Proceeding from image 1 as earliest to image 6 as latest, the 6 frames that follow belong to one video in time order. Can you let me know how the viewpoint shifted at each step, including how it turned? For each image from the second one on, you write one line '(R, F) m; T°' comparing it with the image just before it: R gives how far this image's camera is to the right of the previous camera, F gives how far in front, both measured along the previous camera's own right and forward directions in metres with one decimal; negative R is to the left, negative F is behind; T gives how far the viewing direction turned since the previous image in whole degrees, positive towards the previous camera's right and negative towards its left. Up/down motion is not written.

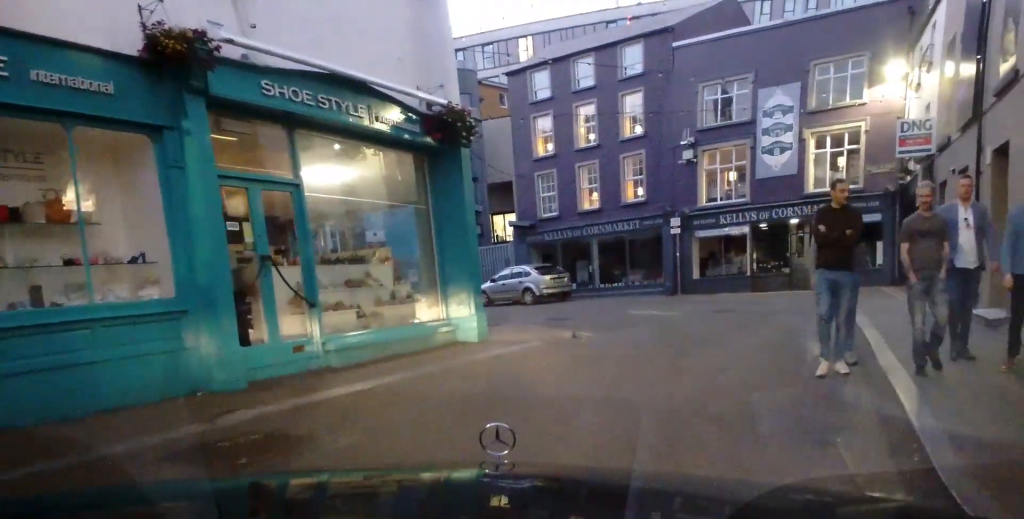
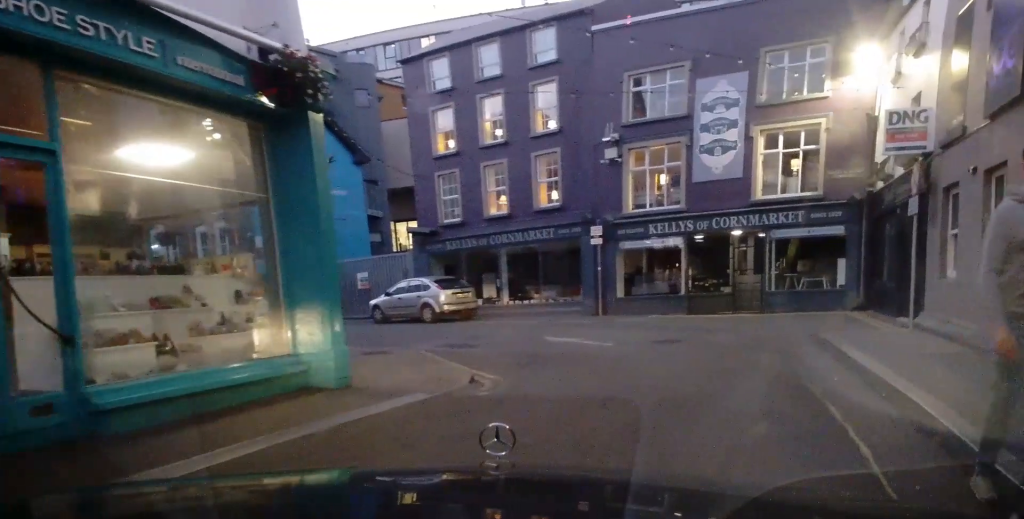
(+0.4, +3.5) m; +9°
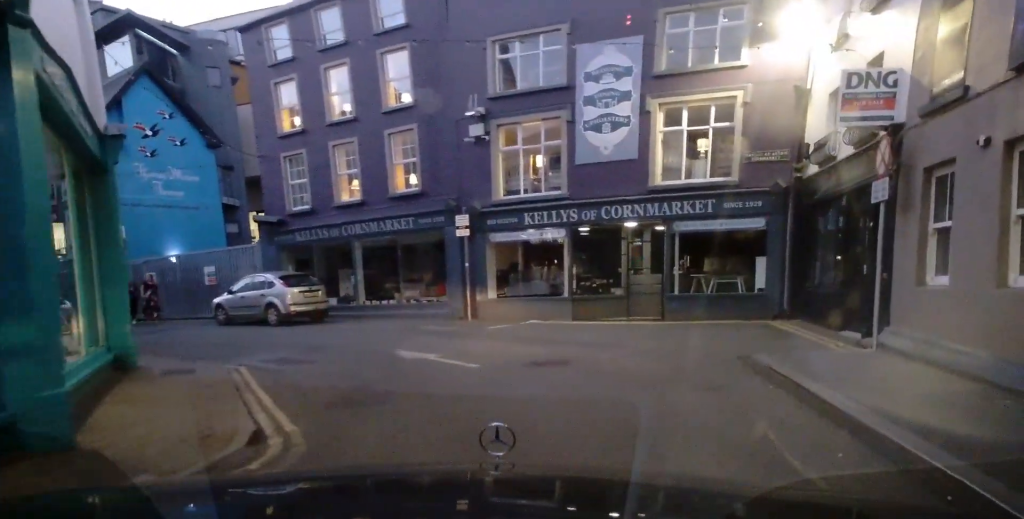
(+0.1, +3.4) m; +8°
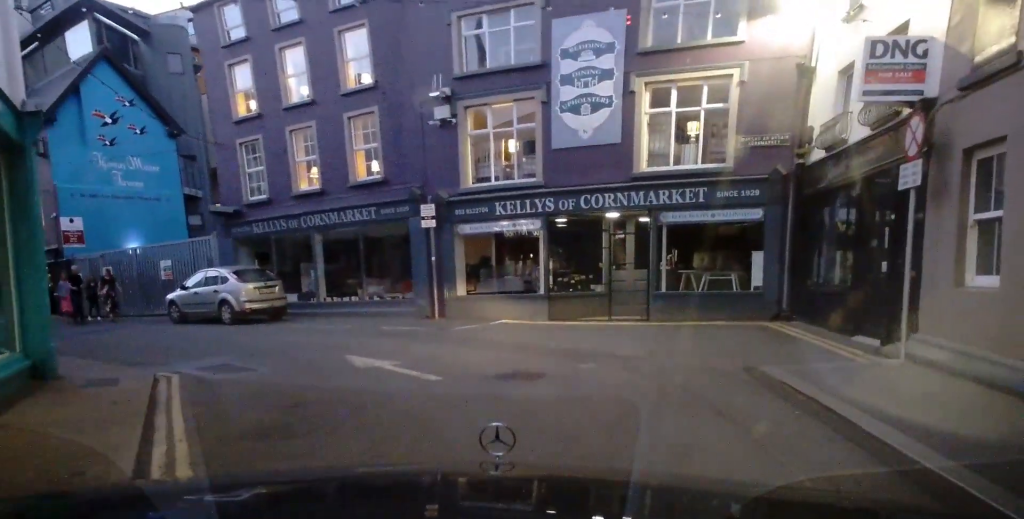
(+0.2, +1.6) m; +6°
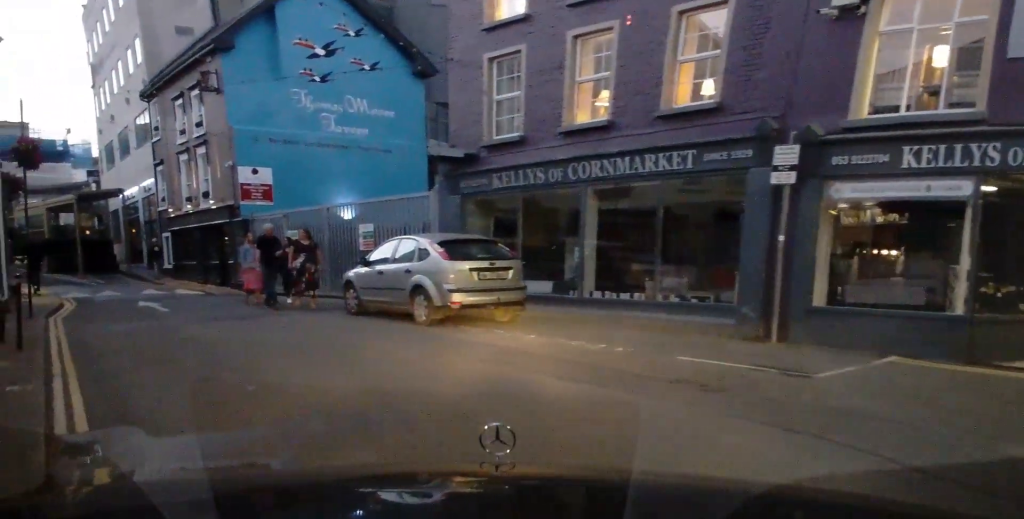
(+1.5, +8.3) m; -1°
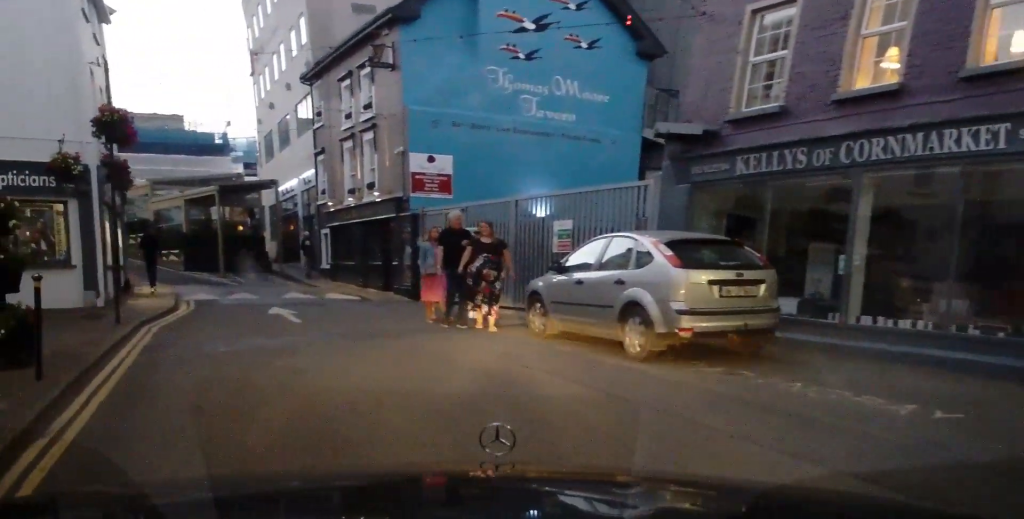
(-0.7, +3.3) m; -26°
